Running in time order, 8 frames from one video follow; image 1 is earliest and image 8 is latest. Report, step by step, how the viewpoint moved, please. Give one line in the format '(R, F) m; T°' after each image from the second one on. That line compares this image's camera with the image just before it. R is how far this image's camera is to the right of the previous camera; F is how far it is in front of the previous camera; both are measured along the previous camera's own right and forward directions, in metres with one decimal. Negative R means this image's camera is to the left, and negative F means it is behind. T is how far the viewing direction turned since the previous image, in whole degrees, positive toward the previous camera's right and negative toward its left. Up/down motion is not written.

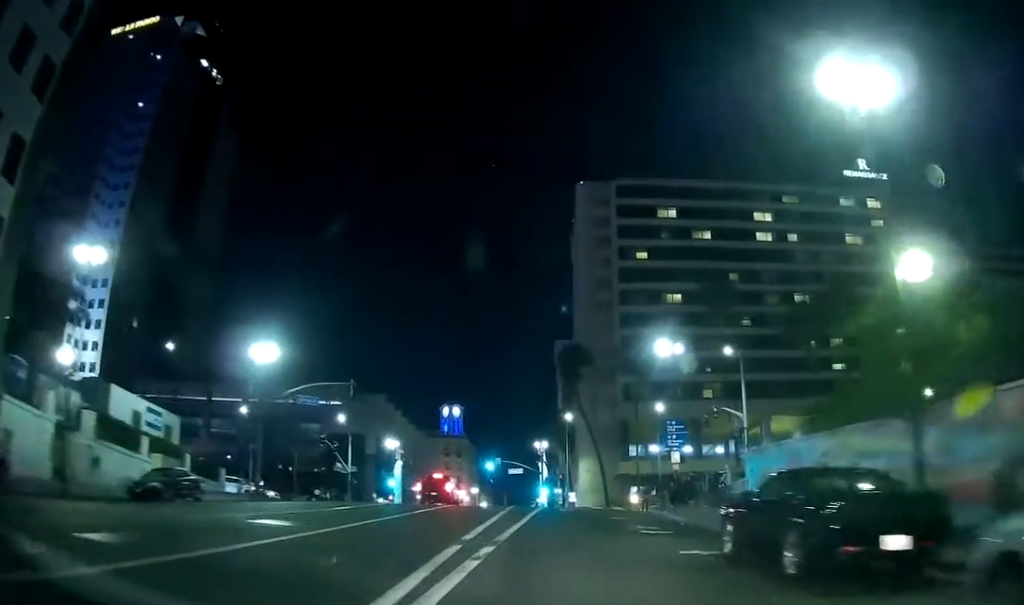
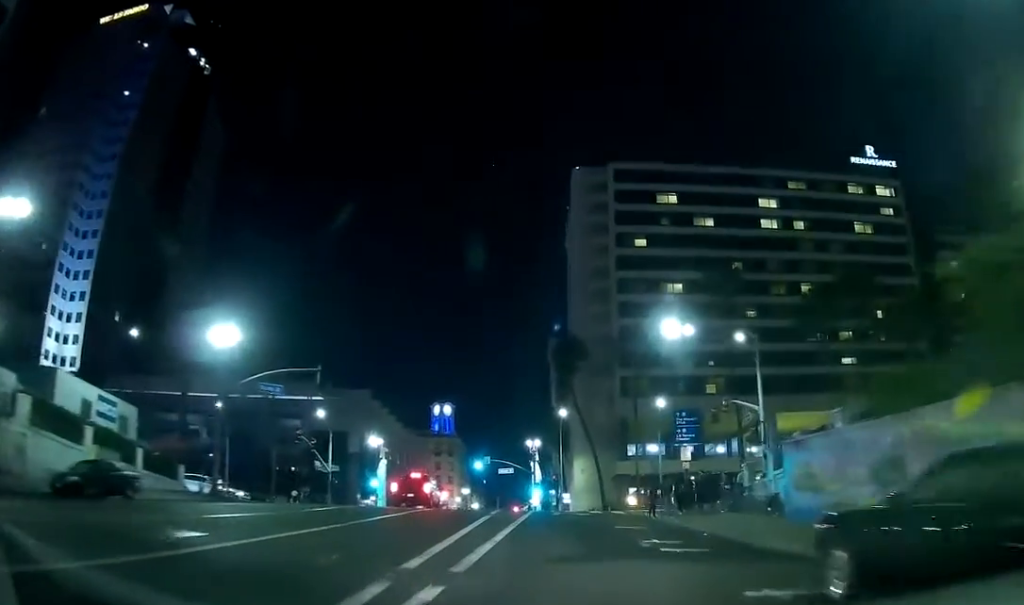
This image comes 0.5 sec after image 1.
(0.0, +5.4) m; 0°
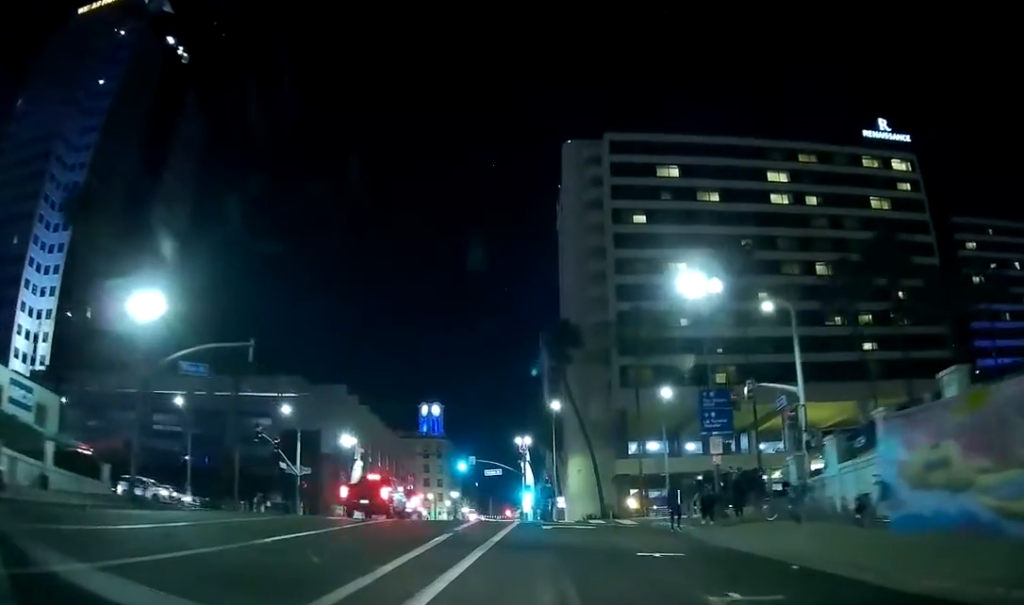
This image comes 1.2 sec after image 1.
(0.0, +8.6) m; +1°
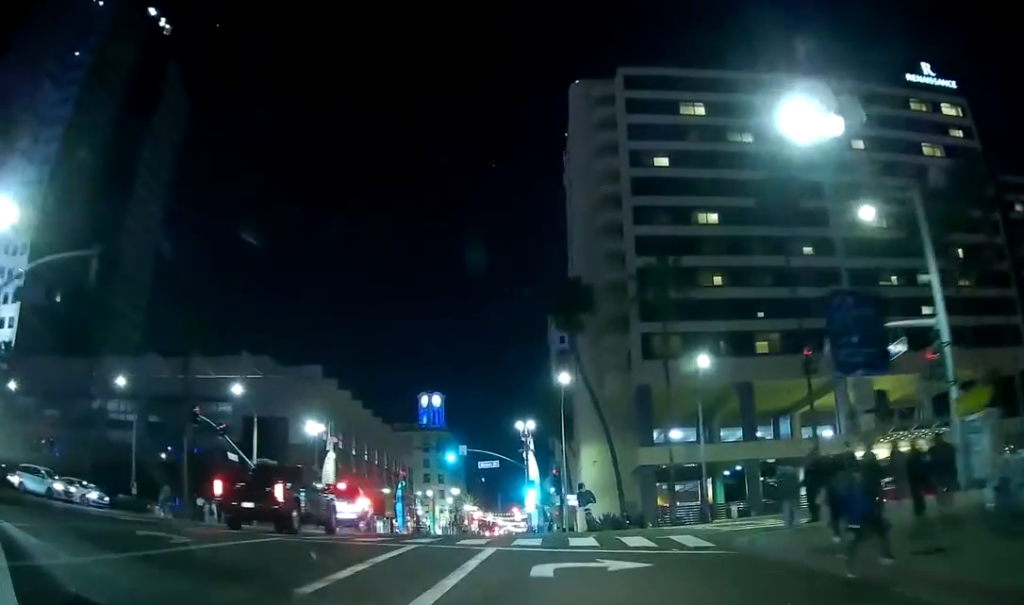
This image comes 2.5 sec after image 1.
(+0.3, +13.5) m; +2°
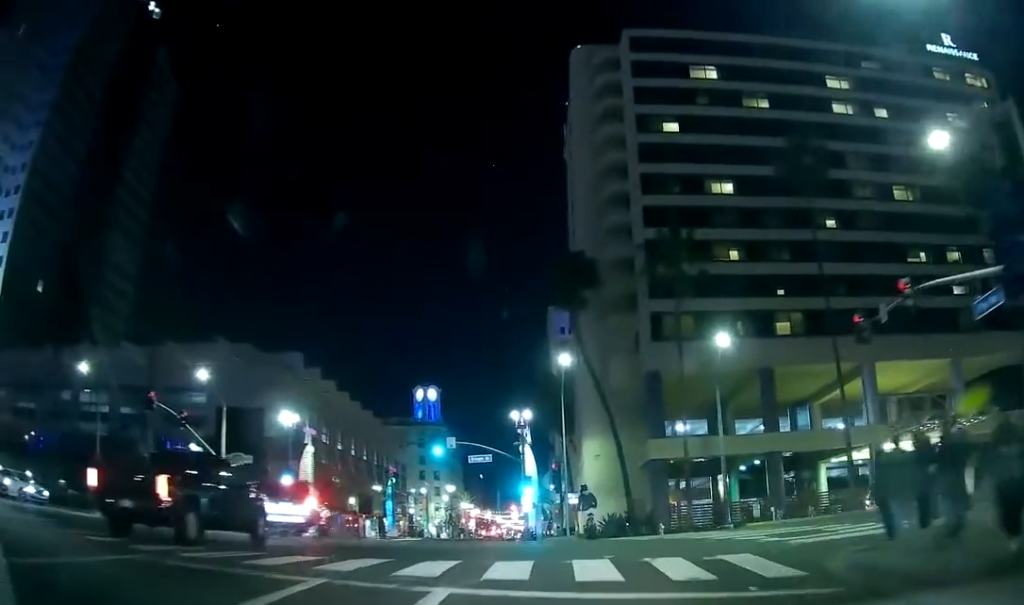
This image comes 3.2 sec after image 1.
(+0.1, +5.9) m; +1°
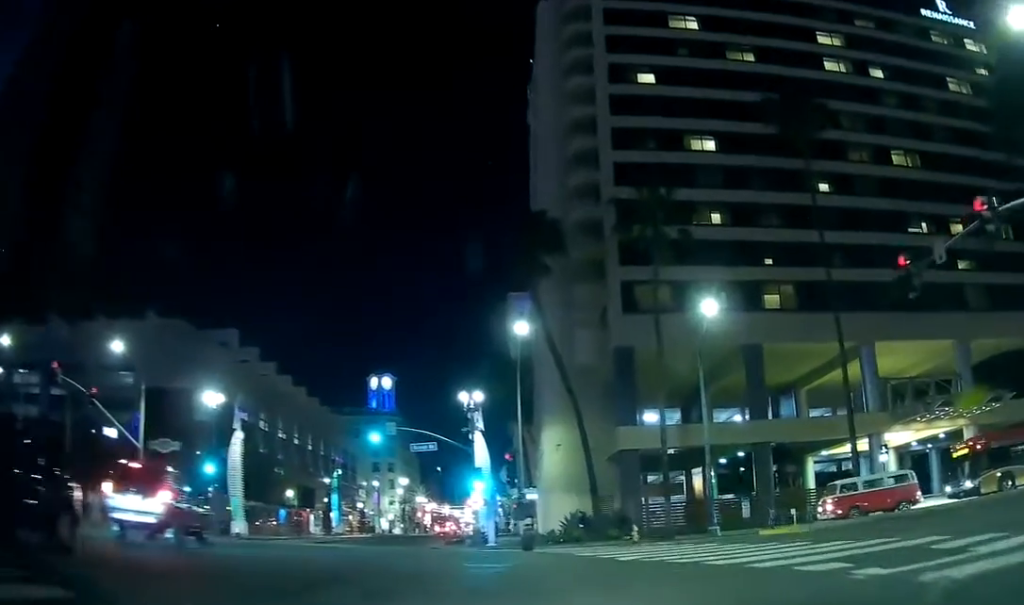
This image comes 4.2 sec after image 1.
(0.0, +6.1) m; +4°
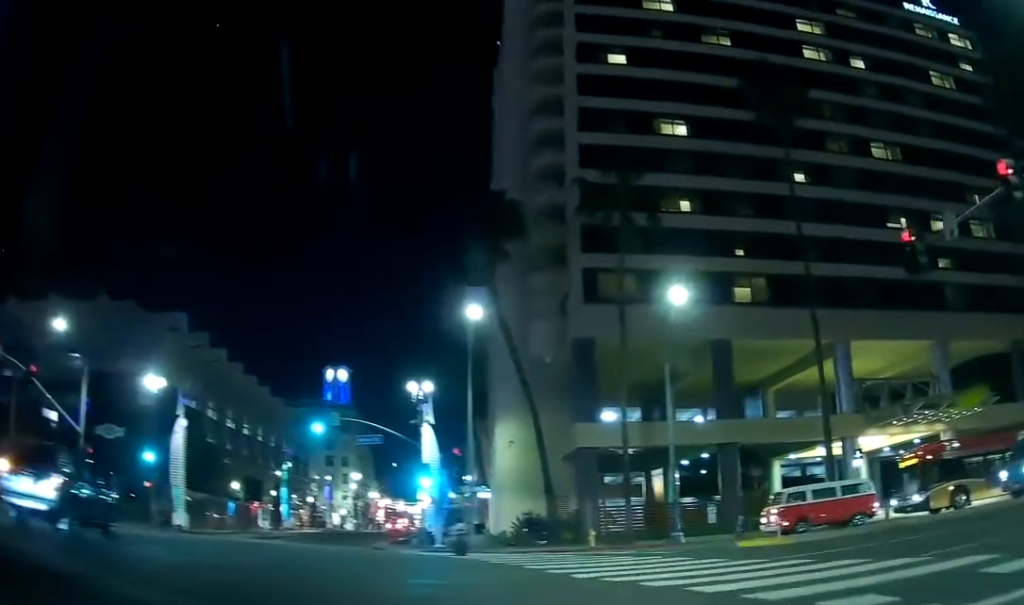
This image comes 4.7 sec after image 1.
(-0.1, +2.3) m; +5°
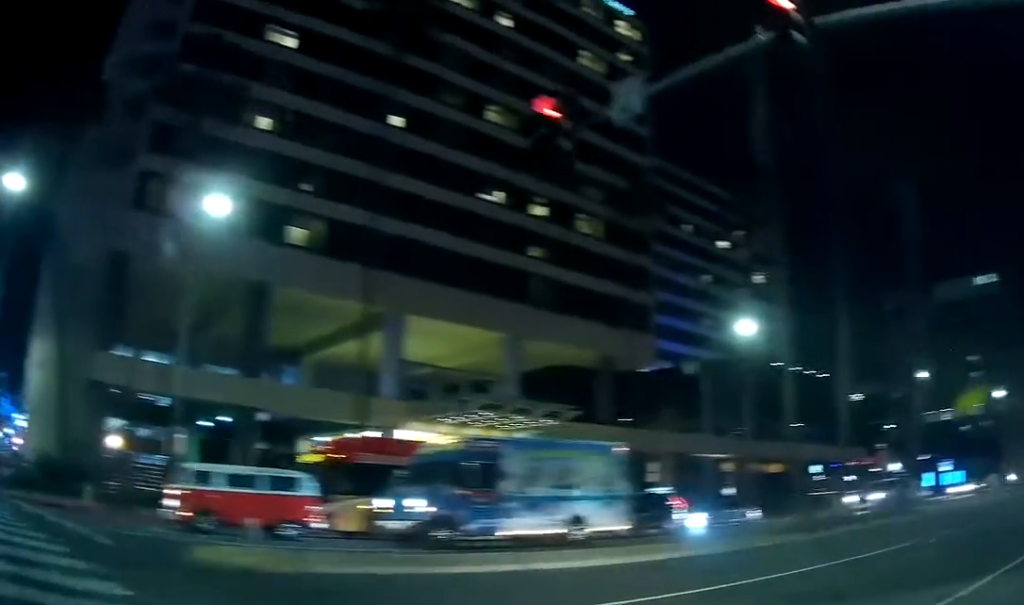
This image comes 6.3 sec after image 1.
(+2.0, +7.1) m; +30°
